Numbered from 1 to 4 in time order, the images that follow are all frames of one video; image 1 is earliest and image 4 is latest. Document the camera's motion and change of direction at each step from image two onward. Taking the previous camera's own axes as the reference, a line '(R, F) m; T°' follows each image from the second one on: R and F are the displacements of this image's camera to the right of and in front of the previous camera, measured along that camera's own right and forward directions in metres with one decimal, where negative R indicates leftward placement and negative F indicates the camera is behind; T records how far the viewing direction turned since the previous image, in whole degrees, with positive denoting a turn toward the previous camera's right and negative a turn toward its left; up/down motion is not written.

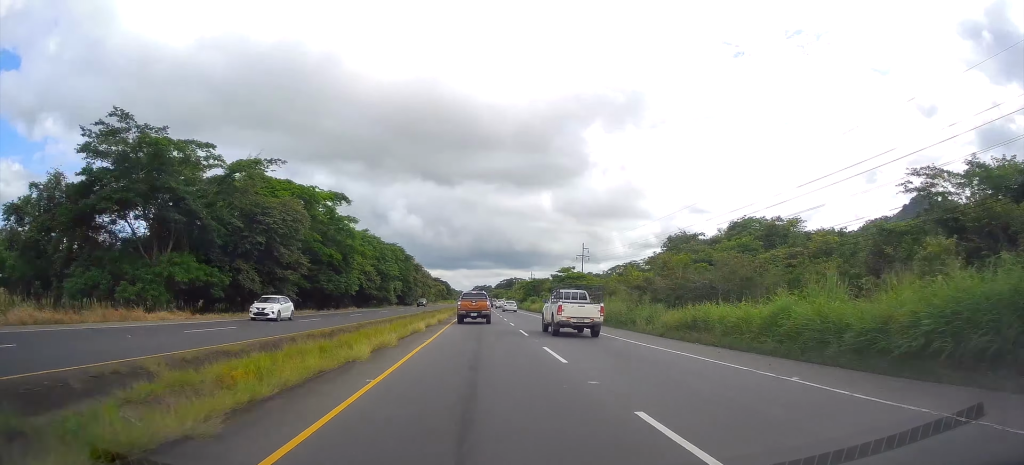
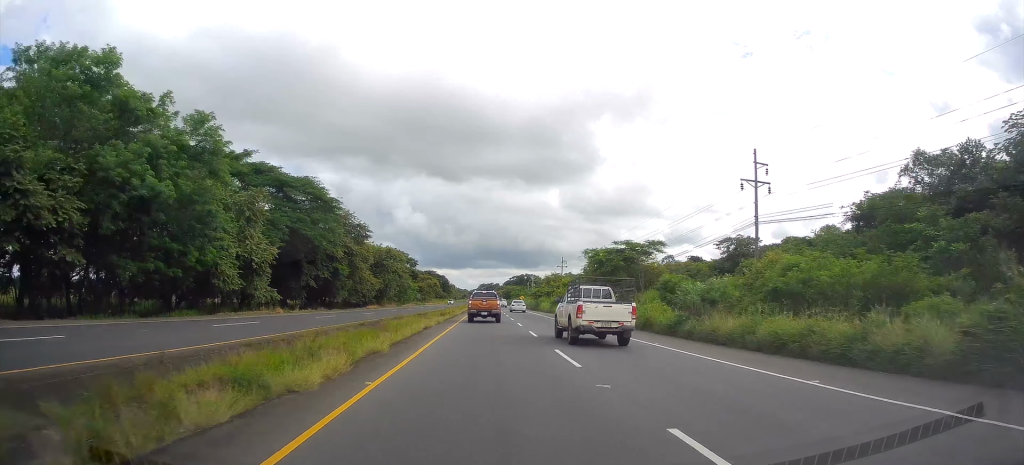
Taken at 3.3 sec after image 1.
(0.0, +68.8) m; 0°
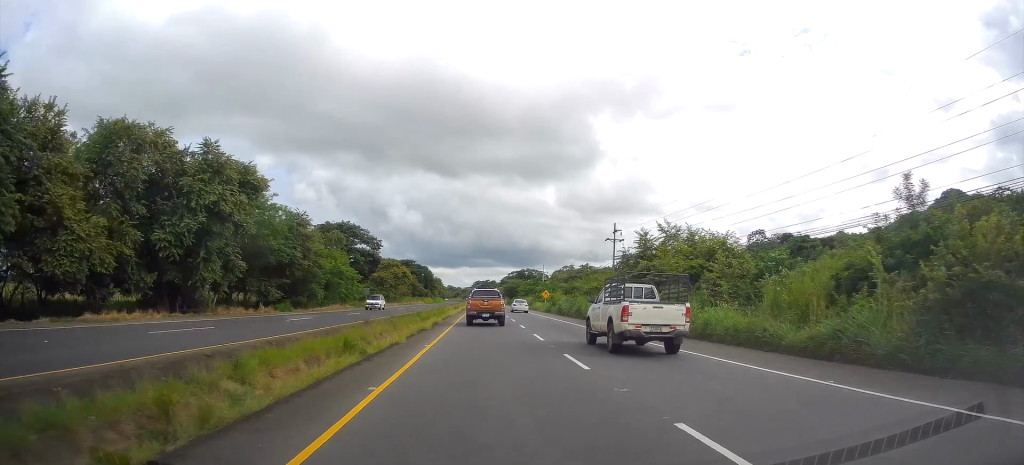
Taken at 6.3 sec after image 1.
(+0.1, +63.0) m; -1°
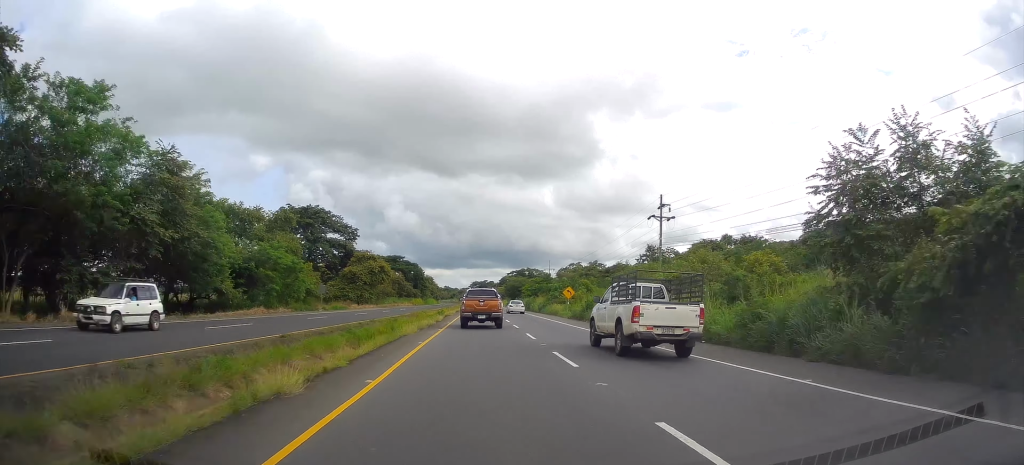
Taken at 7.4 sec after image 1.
(-0.3, +23.8) m; 0°
